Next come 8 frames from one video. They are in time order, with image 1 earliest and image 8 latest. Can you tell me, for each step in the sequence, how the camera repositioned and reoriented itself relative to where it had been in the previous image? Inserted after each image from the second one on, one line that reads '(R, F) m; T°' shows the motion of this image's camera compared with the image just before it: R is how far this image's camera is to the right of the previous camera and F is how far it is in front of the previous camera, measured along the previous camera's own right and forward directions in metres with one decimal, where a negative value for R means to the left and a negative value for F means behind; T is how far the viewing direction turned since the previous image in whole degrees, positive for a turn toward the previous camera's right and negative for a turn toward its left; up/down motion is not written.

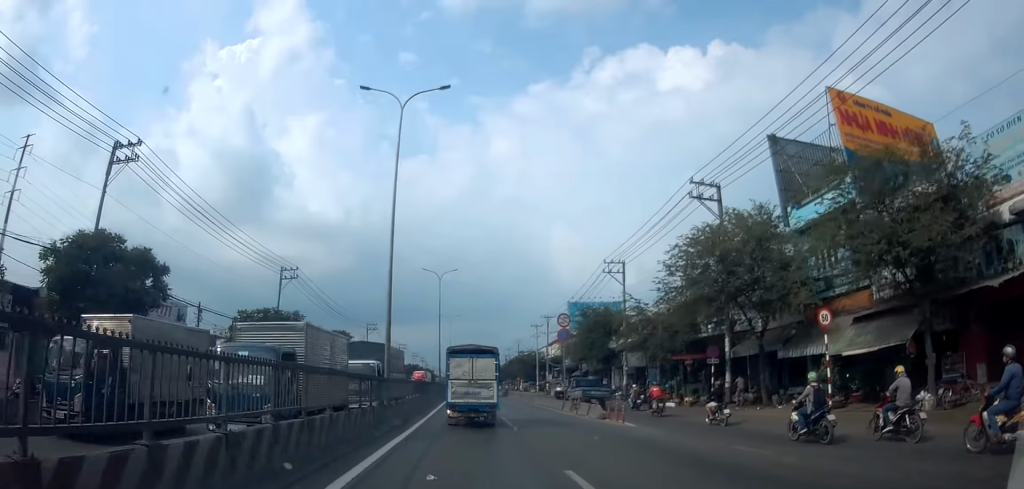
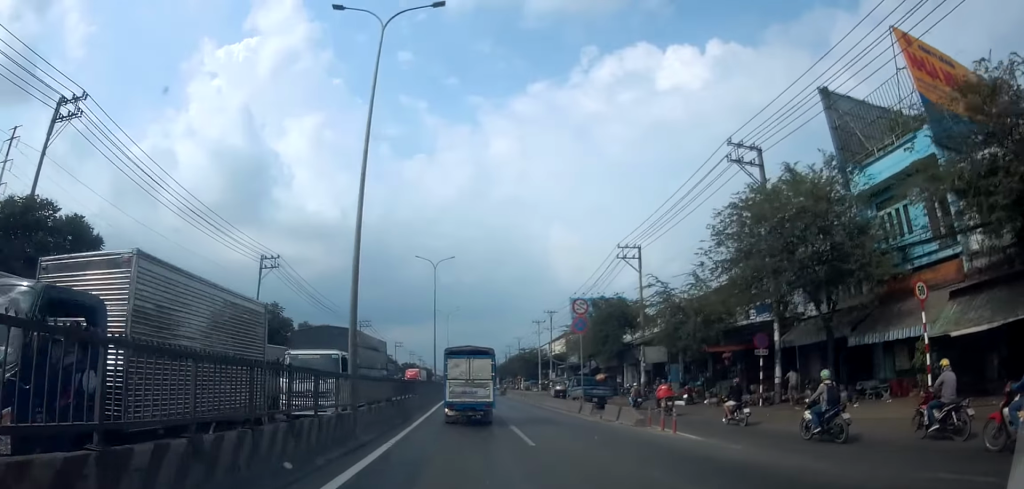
(-0.1, +5.0) m; 0°
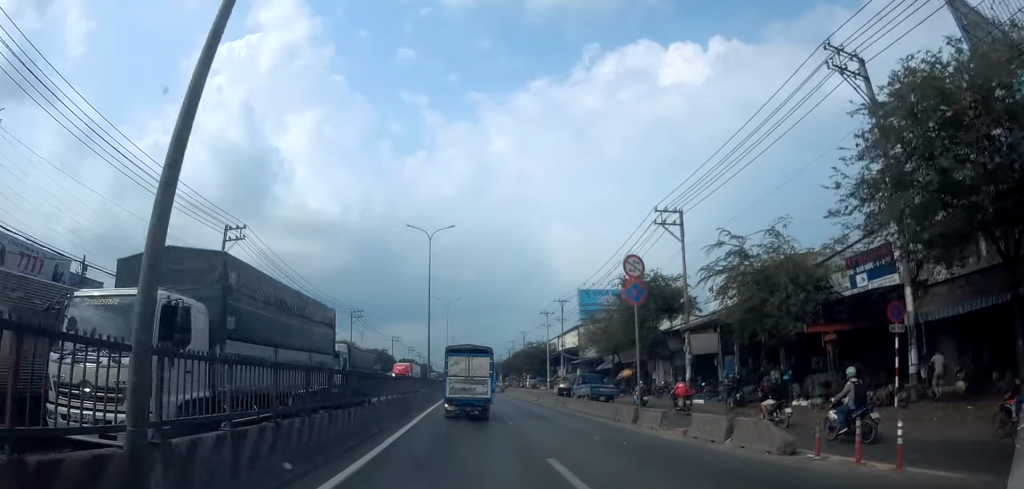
(+0.6, +8.7) m; 0°
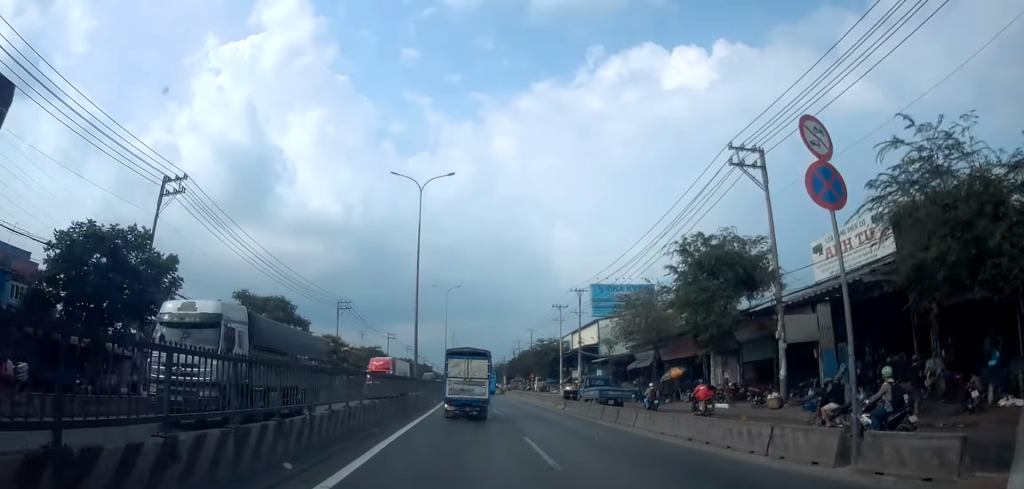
(-0.6, +10.5) m; 0°
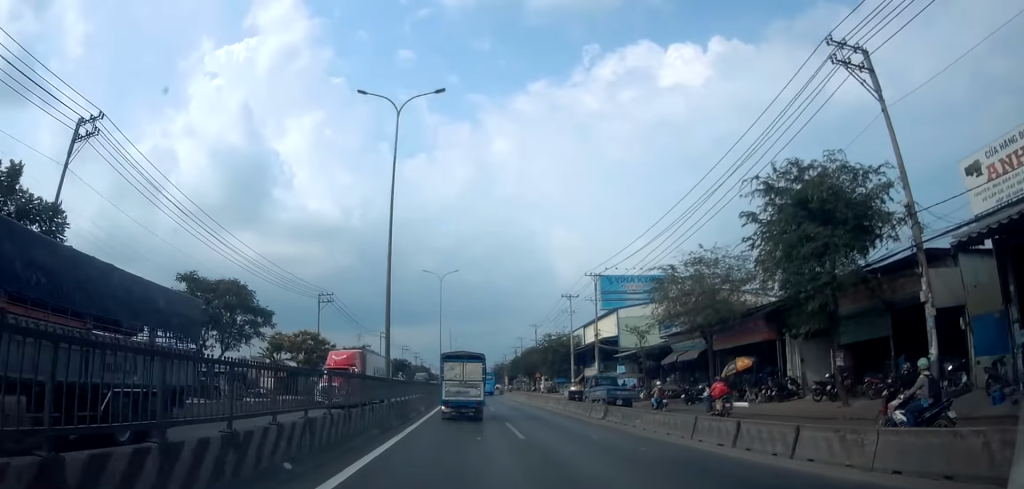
(+0.1, +9.0) m; 0°
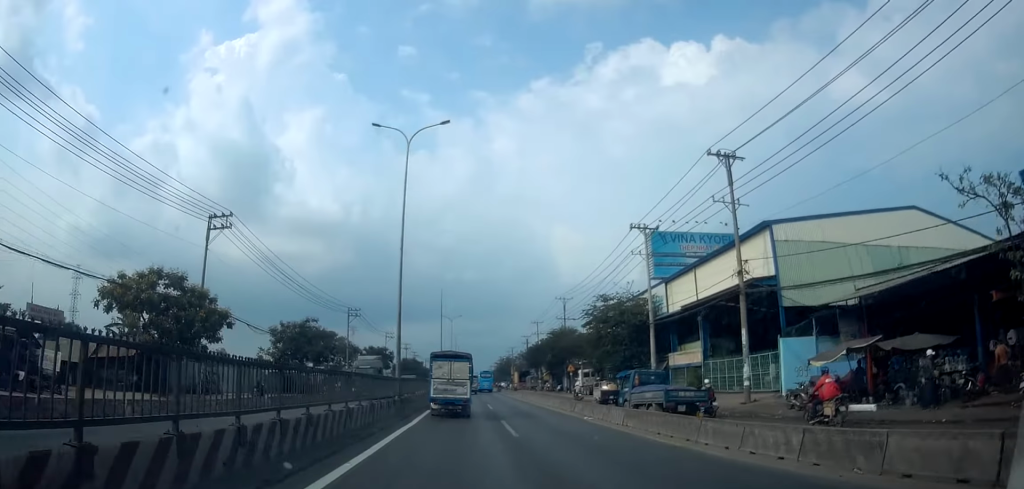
(-0.2, +30.3) m; +1°
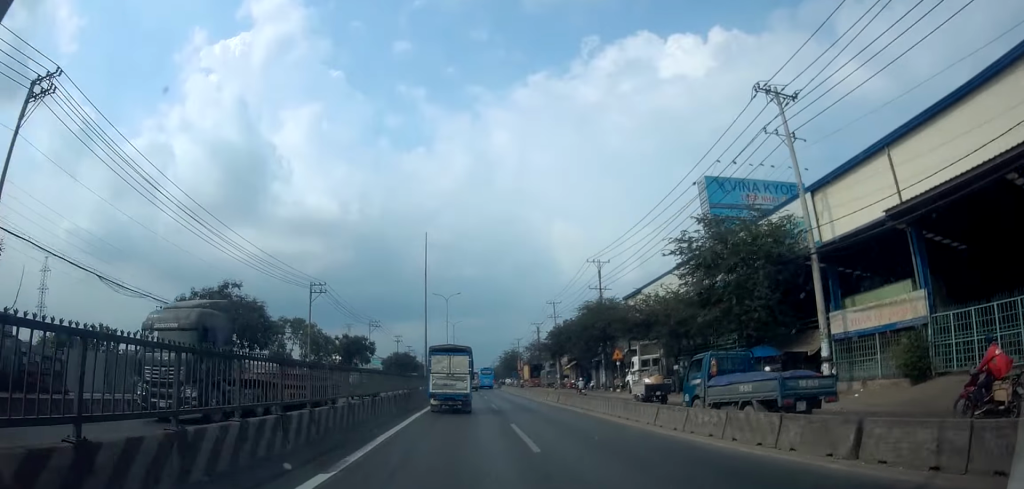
(+0.3, +20.4) m; +1°
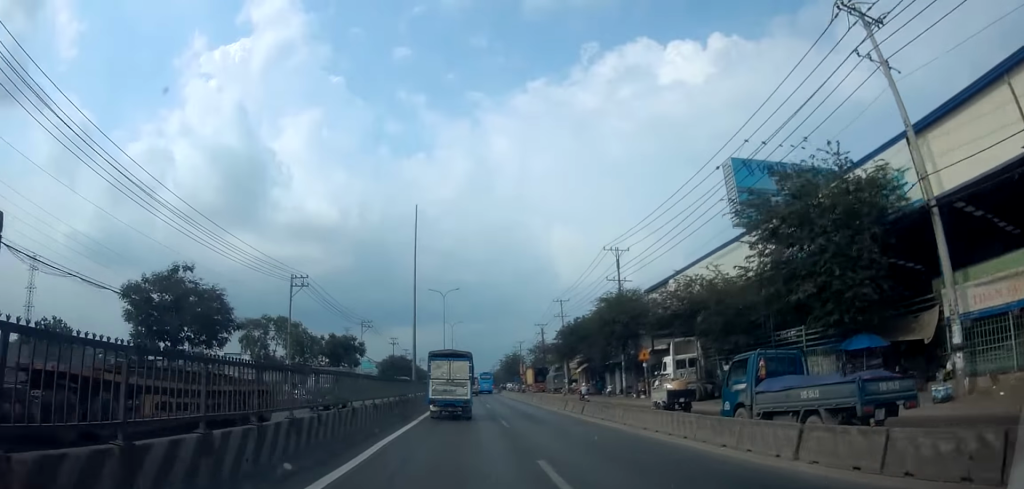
(0.0, +6.8) m; 0°
